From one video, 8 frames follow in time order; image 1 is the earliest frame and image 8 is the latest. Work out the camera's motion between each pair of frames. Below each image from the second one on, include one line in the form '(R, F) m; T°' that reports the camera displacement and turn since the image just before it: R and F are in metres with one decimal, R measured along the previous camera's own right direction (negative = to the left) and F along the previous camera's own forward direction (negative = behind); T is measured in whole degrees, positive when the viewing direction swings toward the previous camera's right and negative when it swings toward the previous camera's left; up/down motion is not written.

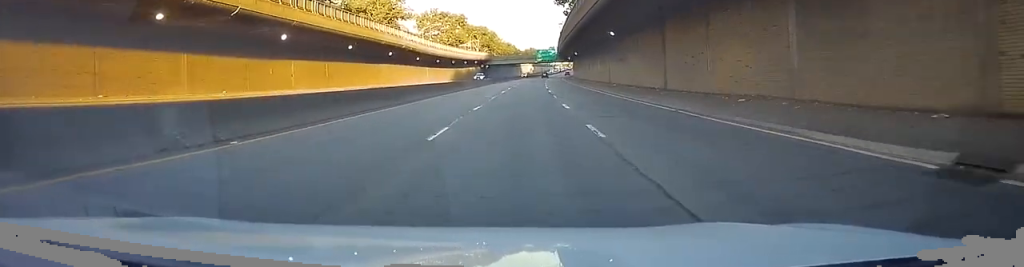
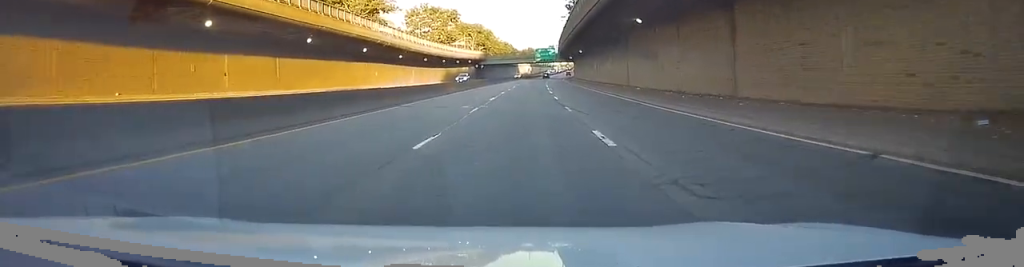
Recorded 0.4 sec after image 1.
(+0.5, +12.5) m; 0°
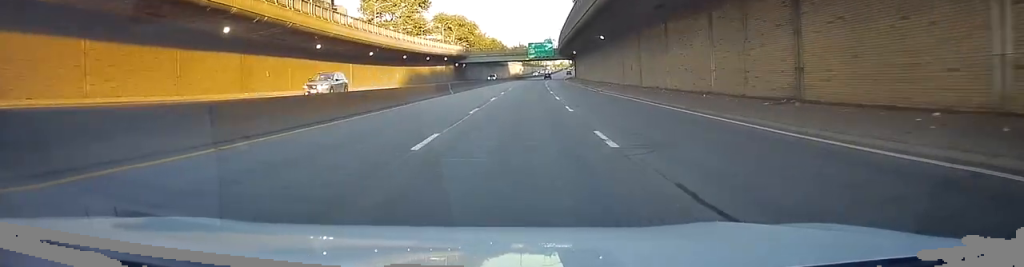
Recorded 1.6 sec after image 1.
(-1.7, +33.6) m; -2°
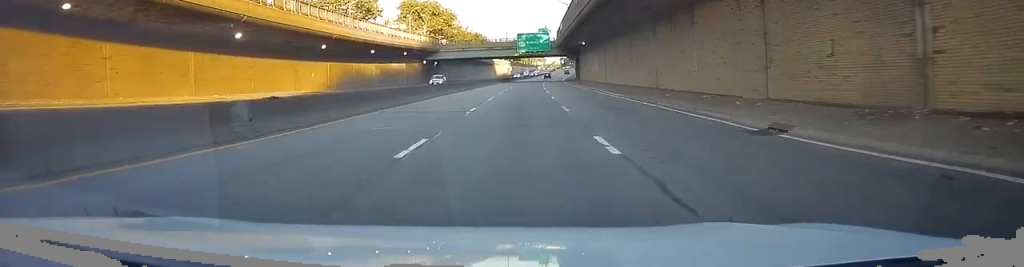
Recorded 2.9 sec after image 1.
(+0.4, +34.4) m; +1°
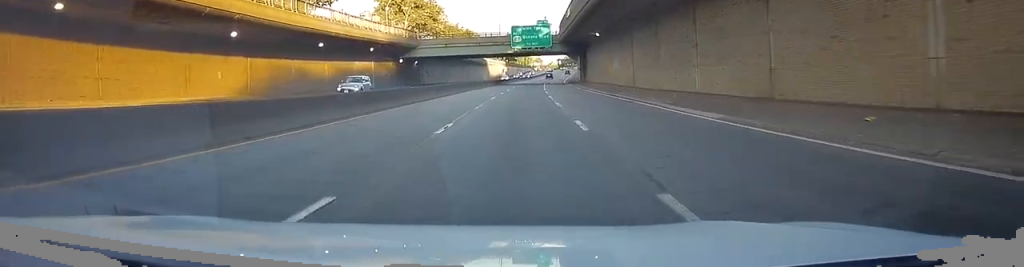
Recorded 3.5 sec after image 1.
(+0.2, +18.9) m; +1°
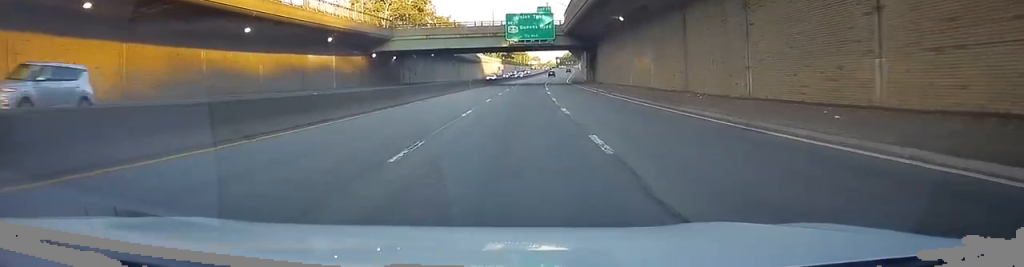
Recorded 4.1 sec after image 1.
(0.0, +16.1) m; 0°
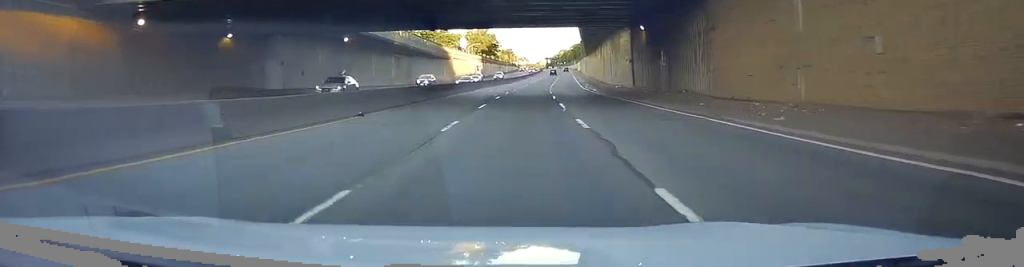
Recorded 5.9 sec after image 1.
(0.0, +50.6) m; +1°
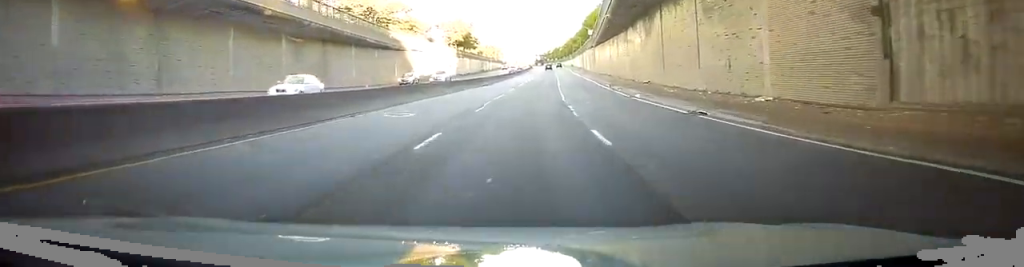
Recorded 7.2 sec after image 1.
(+0.5, +37.3) m; +2°
